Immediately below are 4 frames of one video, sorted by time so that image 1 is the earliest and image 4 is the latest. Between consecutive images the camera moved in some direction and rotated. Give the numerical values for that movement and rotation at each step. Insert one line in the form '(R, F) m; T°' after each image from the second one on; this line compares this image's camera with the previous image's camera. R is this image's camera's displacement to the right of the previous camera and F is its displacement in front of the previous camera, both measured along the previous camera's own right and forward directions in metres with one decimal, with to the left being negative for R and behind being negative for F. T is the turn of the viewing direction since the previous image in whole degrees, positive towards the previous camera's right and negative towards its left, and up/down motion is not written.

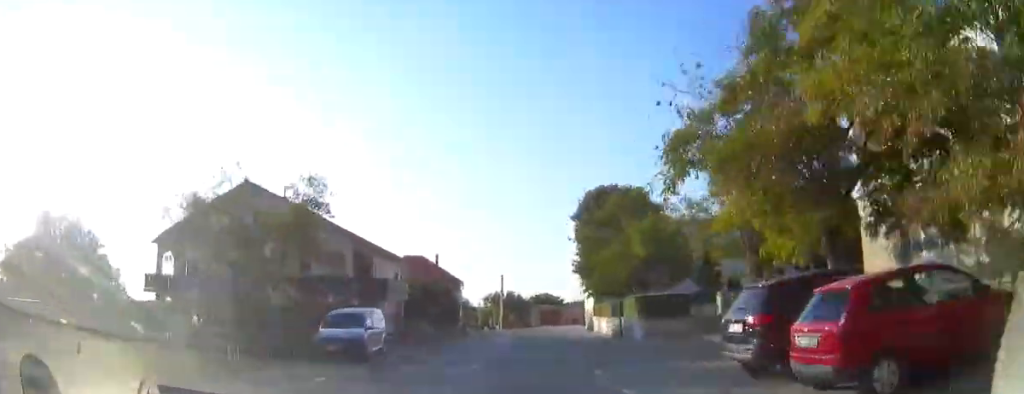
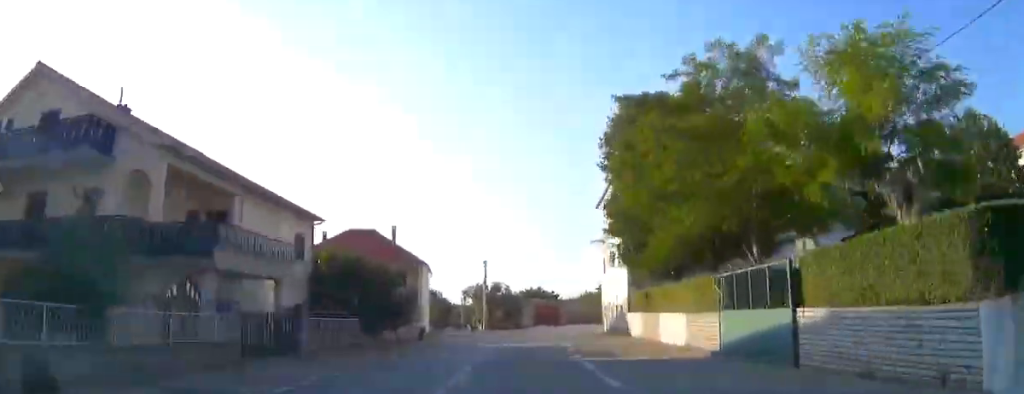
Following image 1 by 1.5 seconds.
(+0.1, +18.5) m; +2°
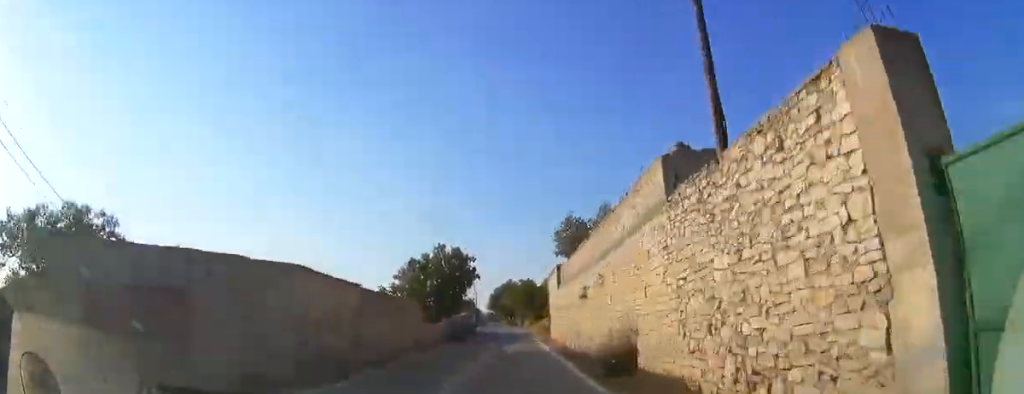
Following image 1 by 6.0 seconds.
(+6.9, +55.7) m; +18°
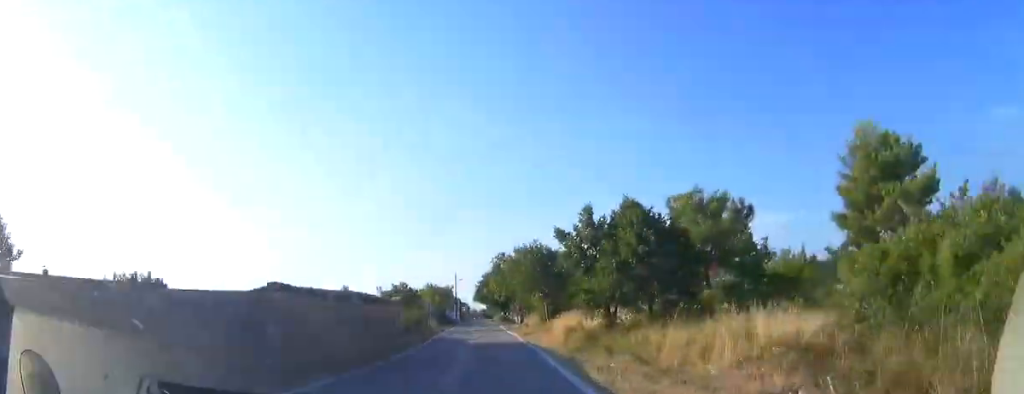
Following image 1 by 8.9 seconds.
(+2.4, +38.0) m; +3°
